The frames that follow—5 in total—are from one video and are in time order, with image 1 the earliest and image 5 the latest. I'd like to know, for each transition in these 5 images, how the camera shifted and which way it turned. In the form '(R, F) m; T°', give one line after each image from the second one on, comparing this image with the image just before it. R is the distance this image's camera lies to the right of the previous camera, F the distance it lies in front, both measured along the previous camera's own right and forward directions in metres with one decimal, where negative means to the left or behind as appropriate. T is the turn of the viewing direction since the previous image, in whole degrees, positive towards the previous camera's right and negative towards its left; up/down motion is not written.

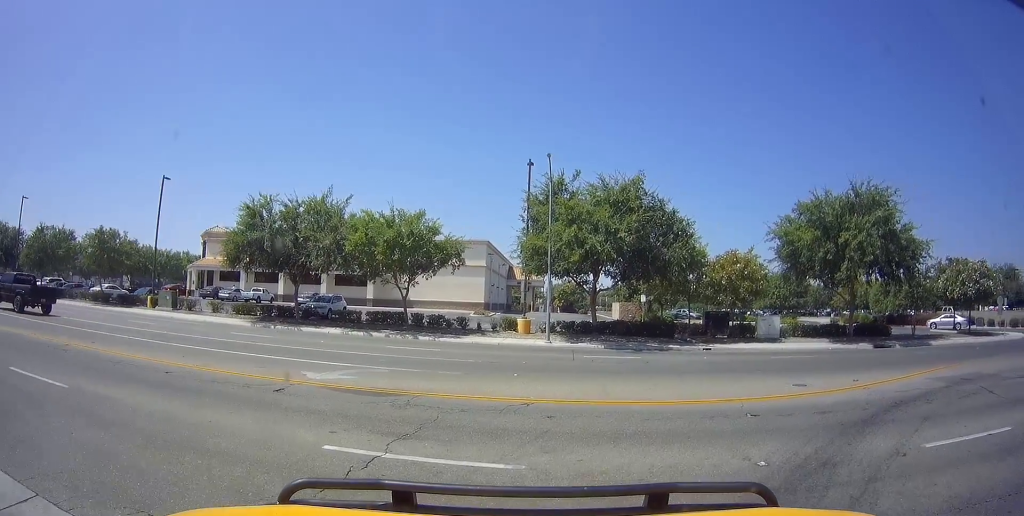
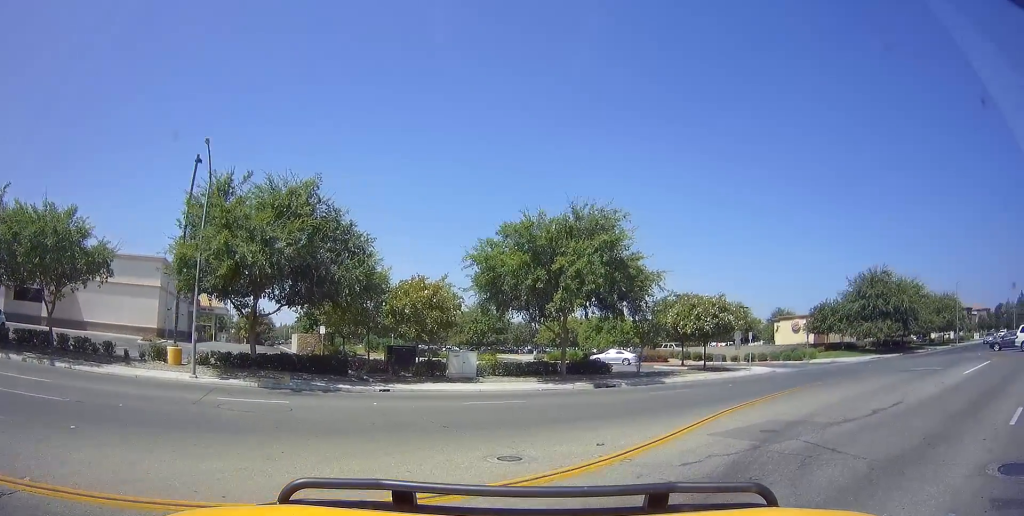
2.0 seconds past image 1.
(+1.2, +4.3) m; +40°
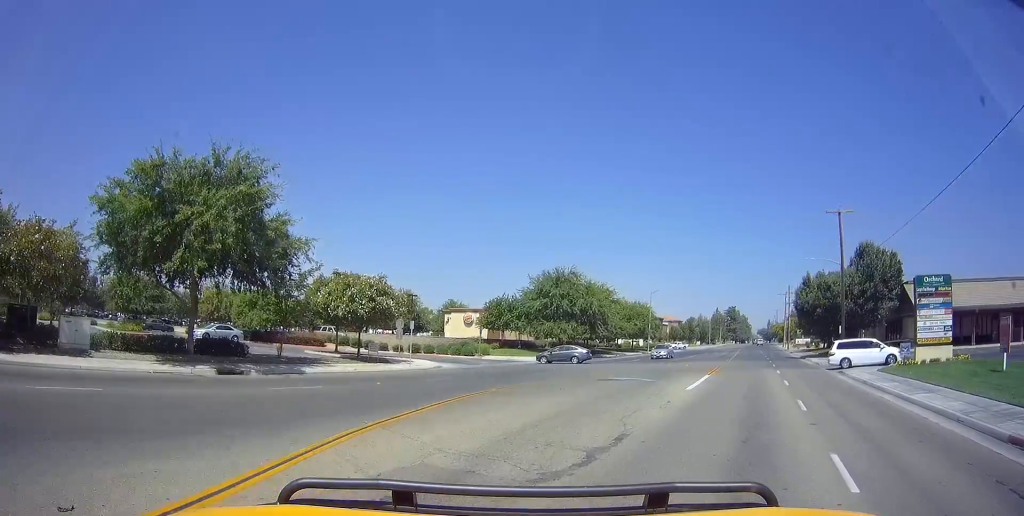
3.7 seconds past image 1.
(+1.7, +4.0) m; +36°
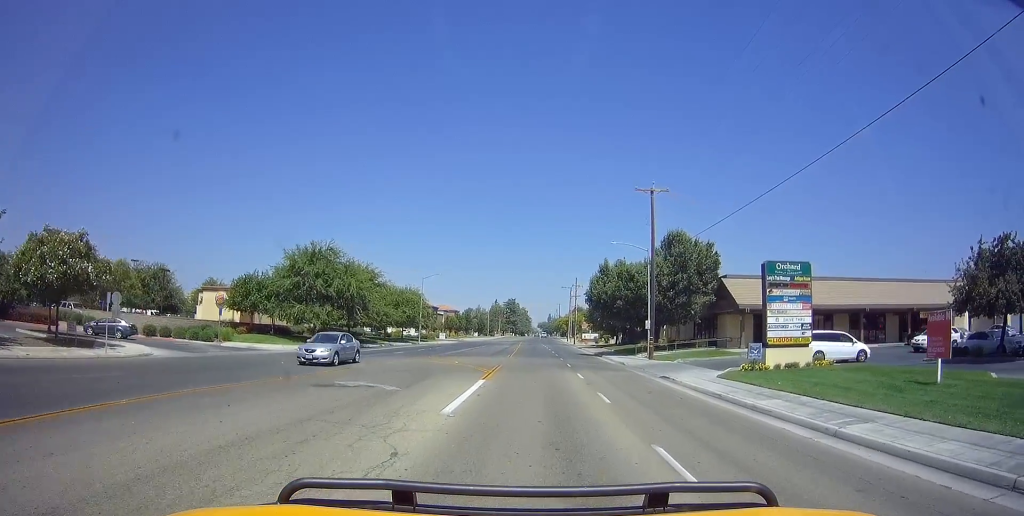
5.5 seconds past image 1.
(+1.2, +7.4) m; +14°
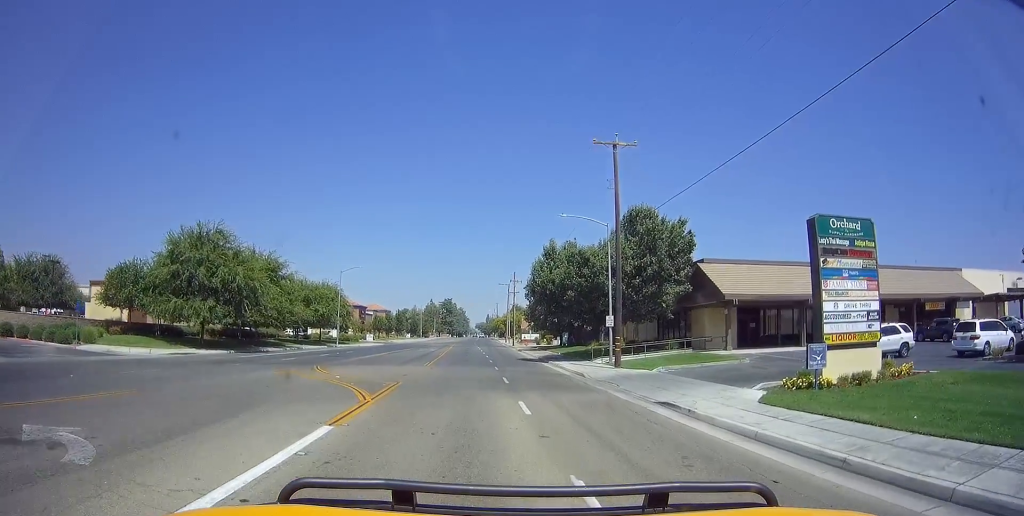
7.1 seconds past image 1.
(+0.5, +9.4) m; +4°
